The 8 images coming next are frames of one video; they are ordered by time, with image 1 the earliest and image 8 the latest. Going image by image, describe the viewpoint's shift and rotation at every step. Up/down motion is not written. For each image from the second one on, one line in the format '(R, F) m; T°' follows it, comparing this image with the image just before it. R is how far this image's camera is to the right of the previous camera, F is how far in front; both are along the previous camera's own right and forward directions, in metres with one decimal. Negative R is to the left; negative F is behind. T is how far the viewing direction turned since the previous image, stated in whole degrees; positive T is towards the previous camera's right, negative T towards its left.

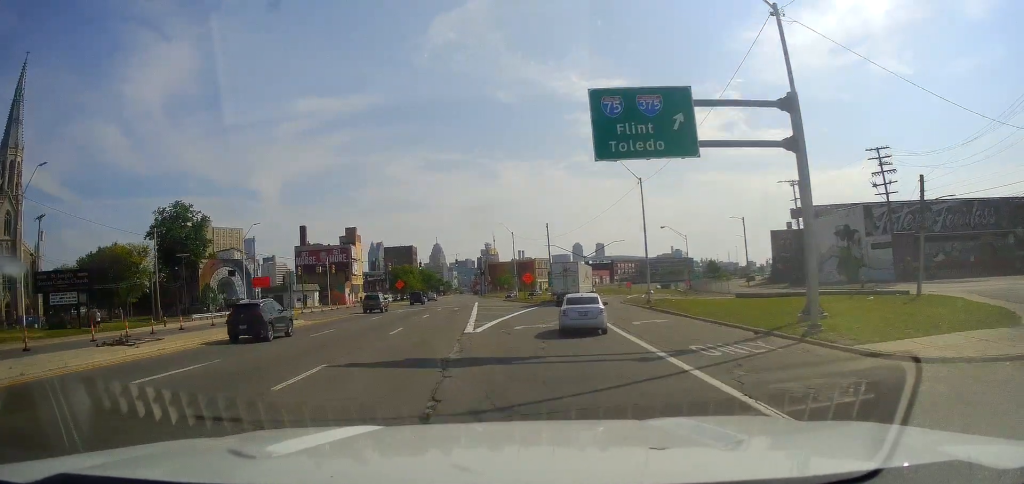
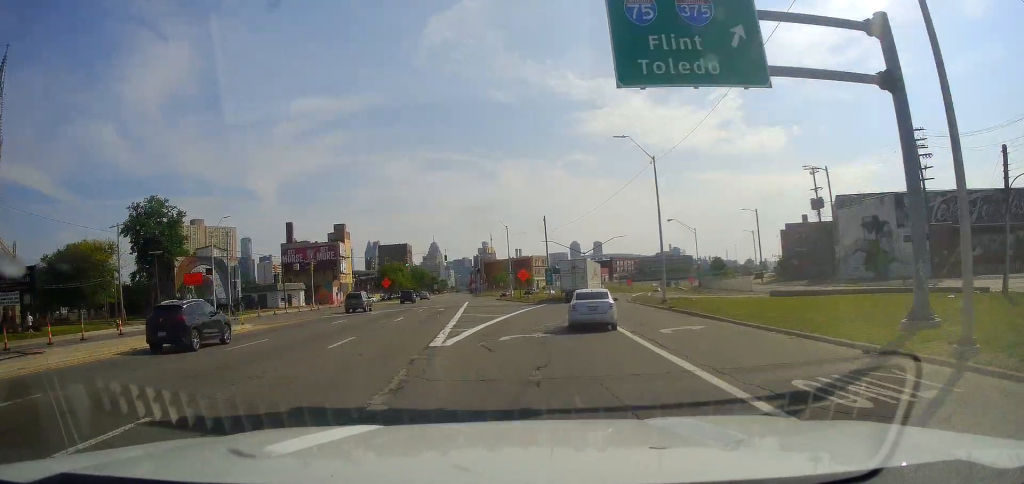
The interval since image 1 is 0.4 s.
(-0.1, +7.1) m; 0°
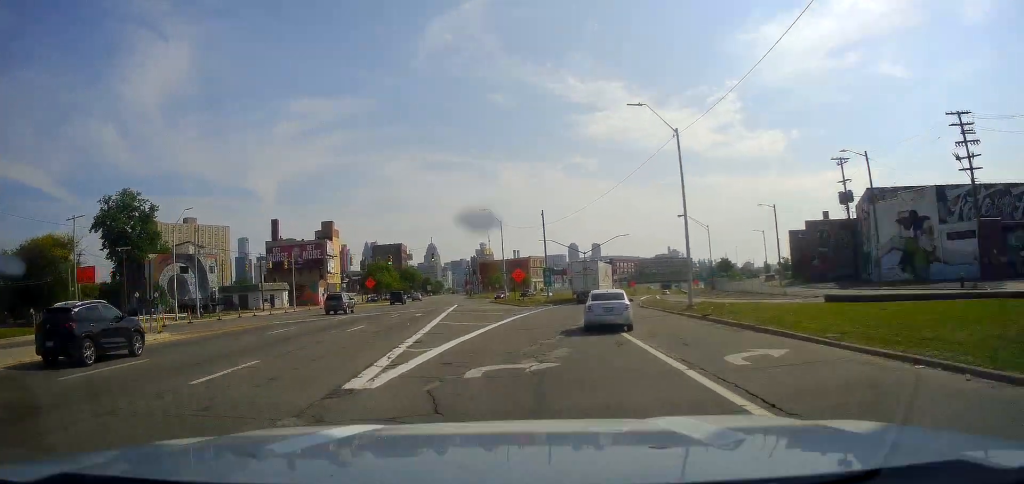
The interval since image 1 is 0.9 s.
(+0.3, +7.8) m; 0°
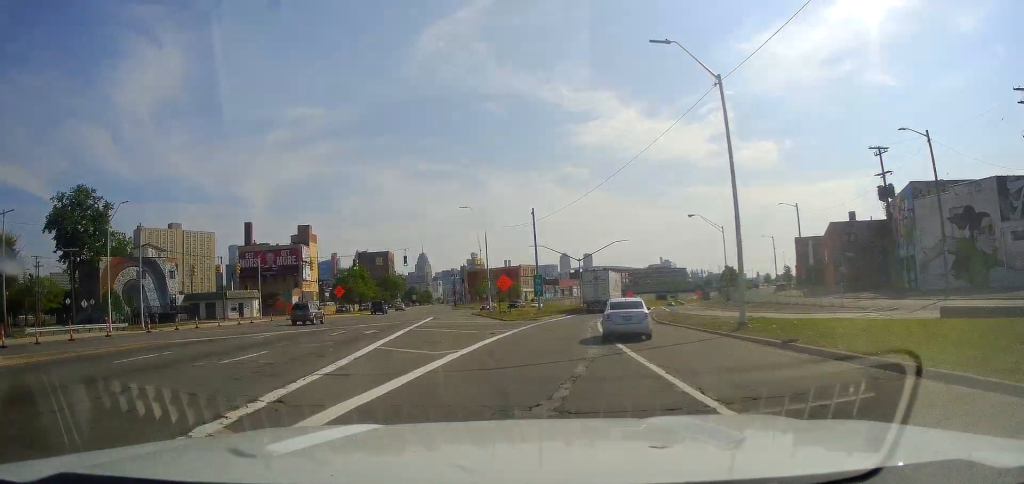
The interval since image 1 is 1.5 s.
(+0.1, +10.0) m; +1°
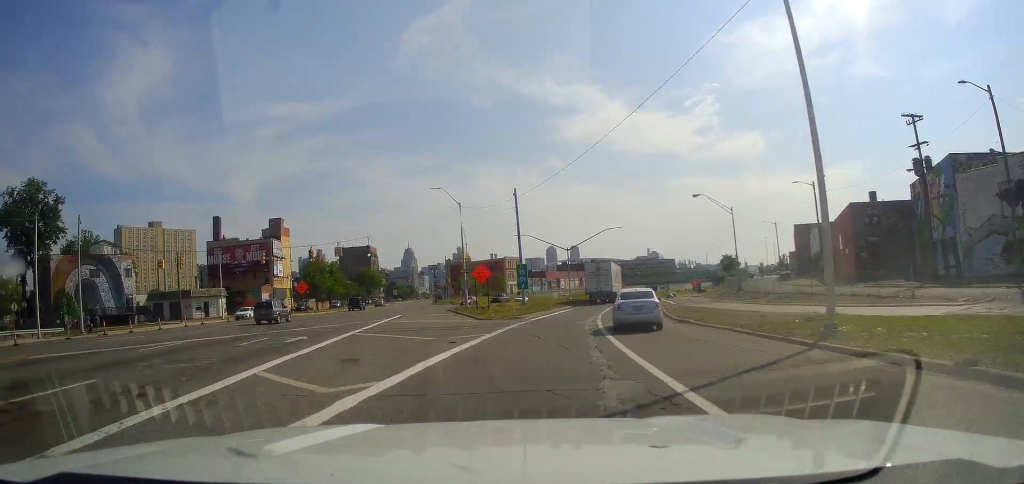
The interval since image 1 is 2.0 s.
(-0.4, +8.4) m; +2°
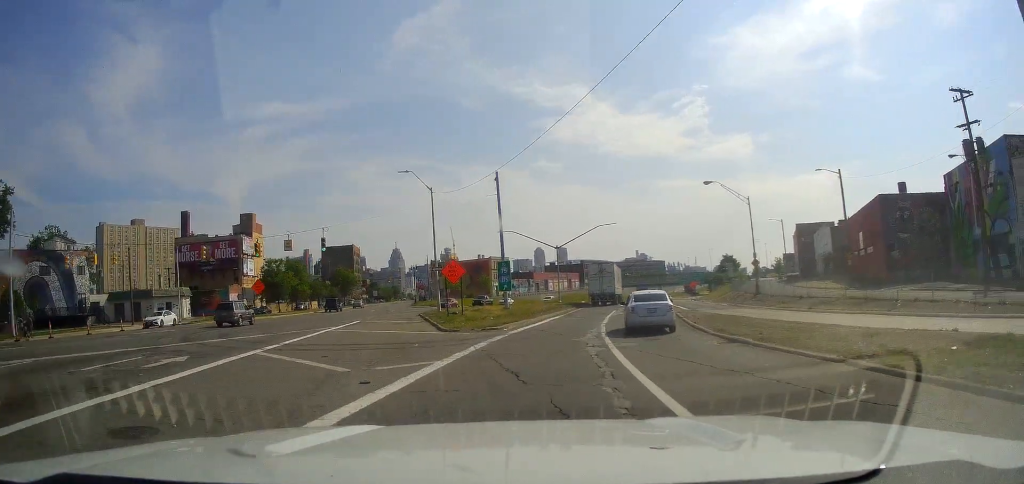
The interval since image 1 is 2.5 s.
(0.0, +8.4) m; +2°
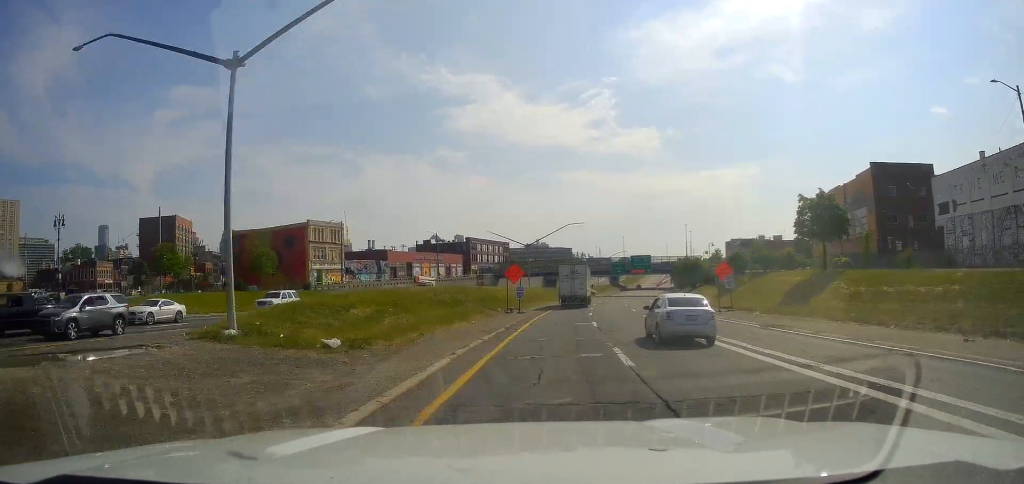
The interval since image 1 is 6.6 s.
(+7.6, +73.1) m; +10°
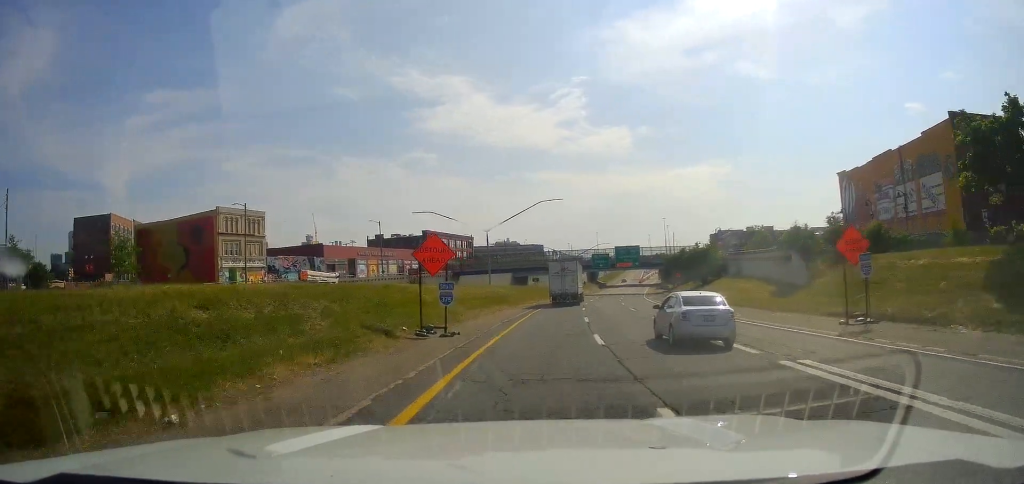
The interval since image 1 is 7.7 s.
(+0.4, +23.0) m; +2°
